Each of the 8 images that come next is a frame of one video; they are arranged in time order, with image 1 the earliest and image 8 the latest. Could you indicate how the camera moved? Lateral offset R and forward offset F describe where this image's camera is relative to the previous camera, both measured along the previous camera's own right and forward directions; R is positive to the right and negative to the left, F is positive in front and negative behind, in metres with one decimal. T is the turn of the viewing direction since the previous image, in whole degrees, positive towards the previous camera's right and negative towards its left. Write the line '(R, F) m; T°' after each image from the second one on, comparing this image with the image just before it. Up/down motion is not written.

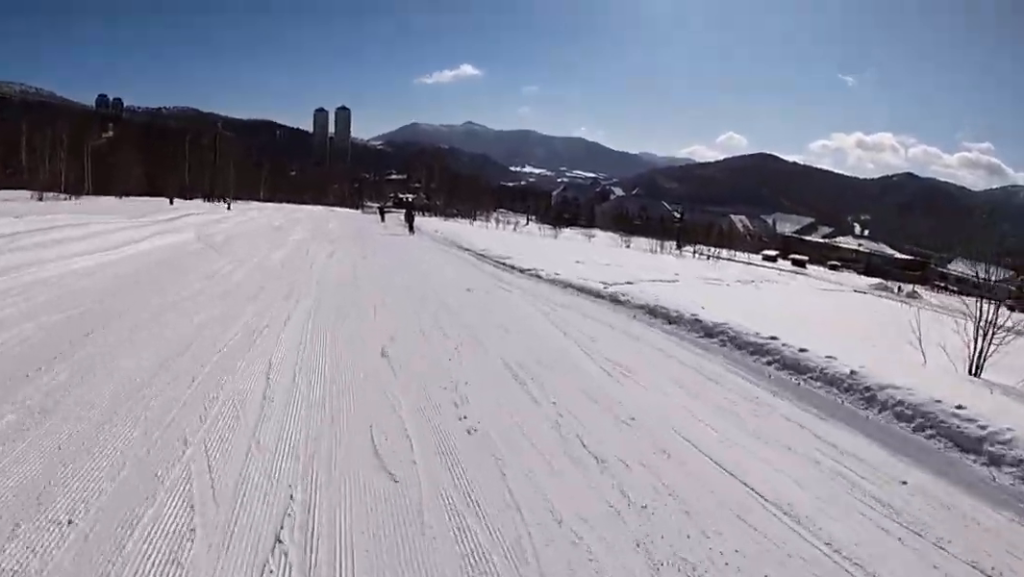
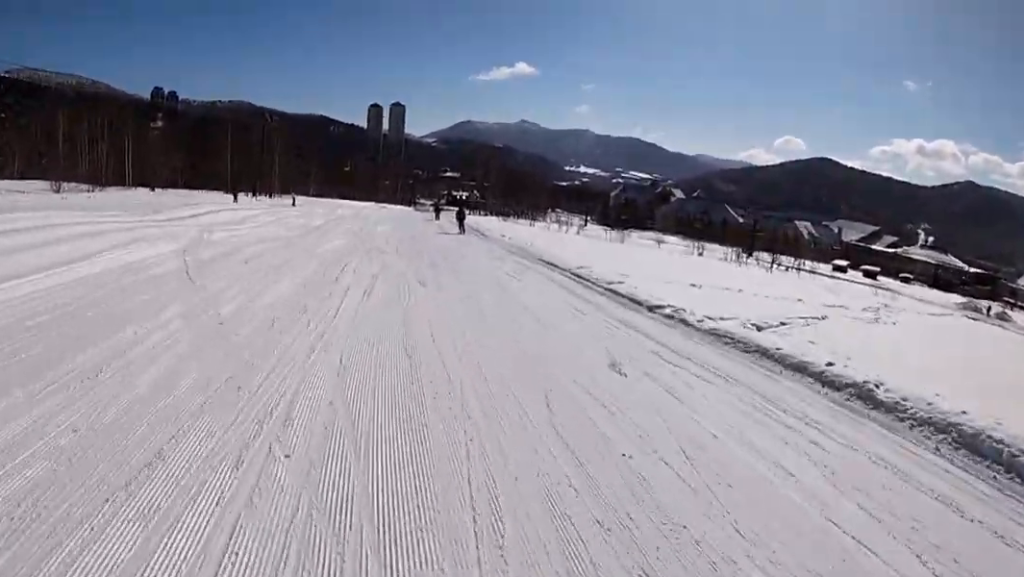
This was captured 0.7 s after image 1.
(0.0, +6.6) m; 0°
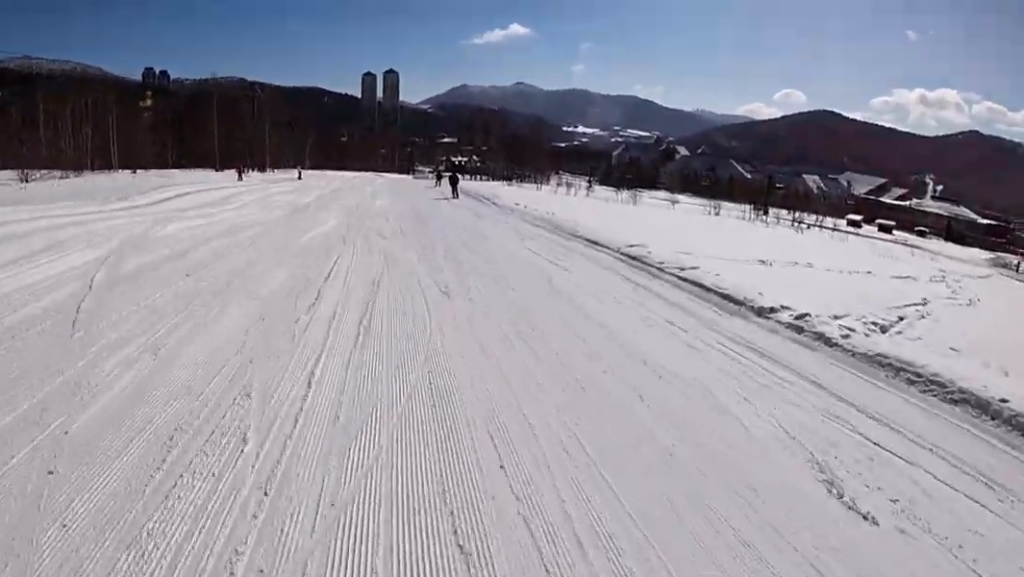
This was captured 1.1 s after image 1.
(0.0, +4.3) m; 0°
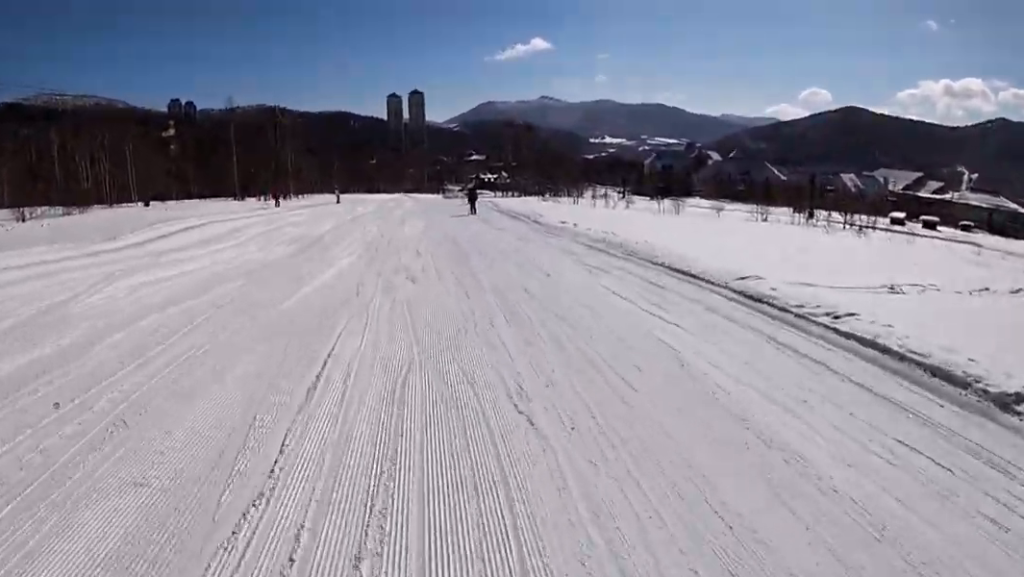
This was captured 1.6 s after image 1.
(0.0, +4.4) m; 0°
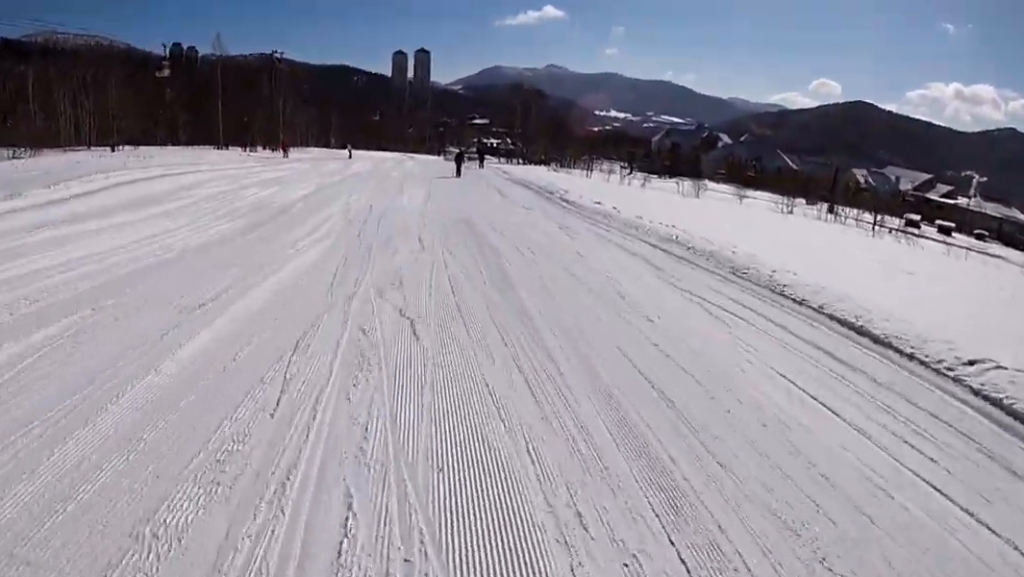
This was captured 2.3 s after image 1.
(0.0, +6.1) m; 0°
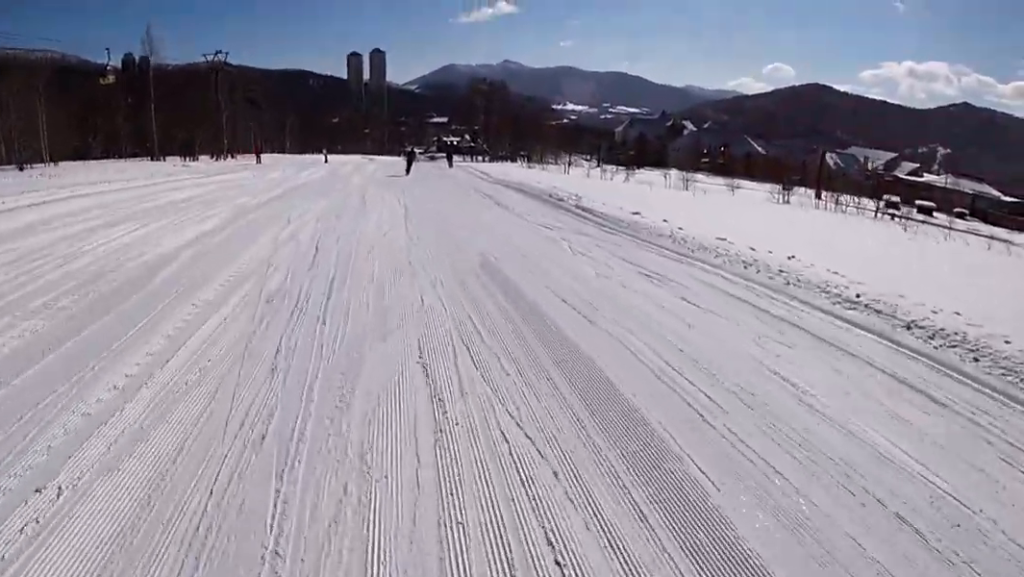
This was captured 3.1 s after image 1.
(0.0, +7.6) m; +1°
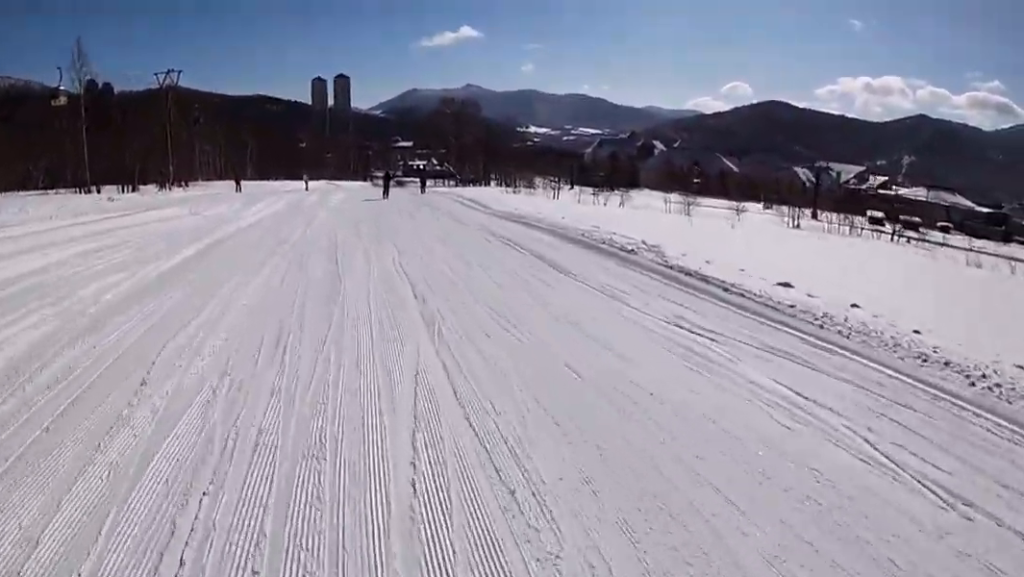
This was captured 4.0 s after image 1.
(+0.1, +8.4) m; +1°
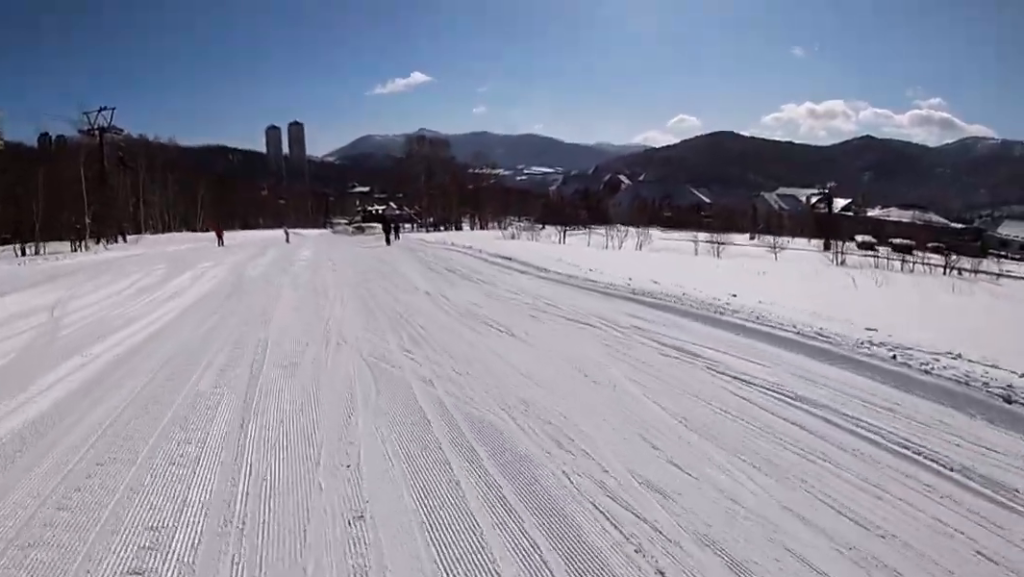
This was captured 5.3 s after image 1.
(0.0, +12.1) m; -1°
